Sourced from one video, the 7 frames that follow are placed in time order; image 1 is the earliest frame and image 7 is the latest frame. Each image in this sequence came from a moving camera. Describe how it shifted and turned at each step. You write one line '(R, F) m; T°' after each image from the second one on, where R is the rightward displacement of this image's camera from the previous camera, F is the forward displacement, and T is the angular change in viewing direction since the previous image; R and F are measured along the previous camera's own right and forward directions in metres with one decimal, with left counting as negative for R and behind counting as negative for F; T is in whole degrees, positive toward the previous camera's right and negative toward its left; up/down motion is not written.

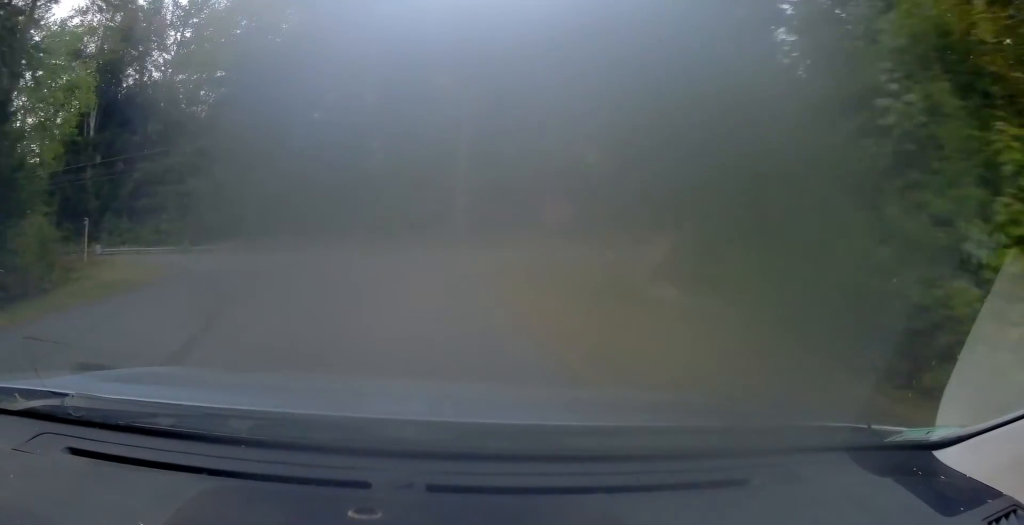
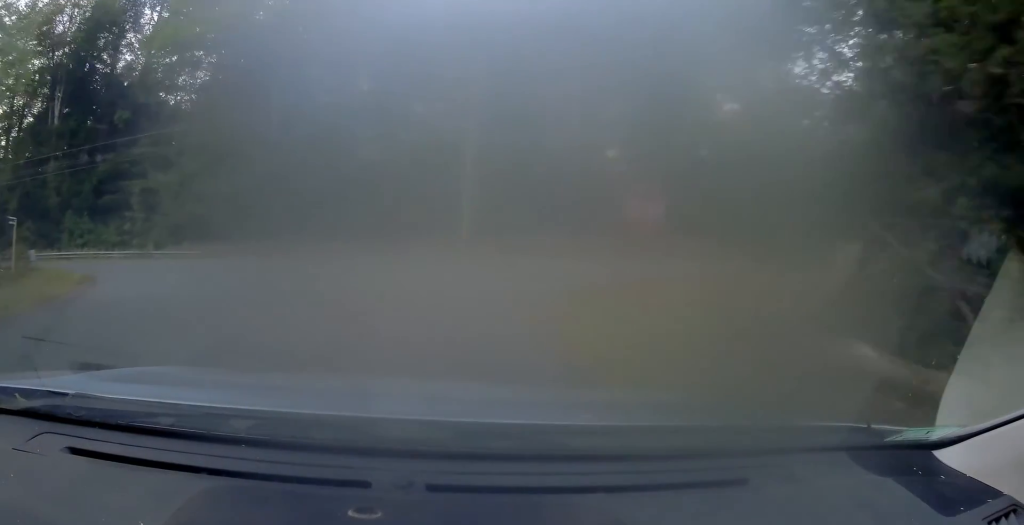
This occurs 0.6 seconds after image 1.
(+0.1, +5.9) m; 0°
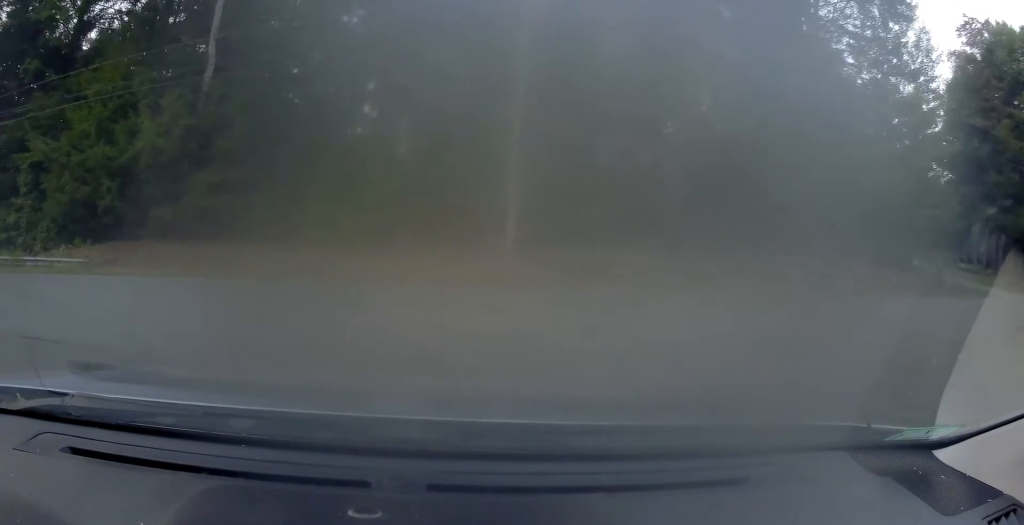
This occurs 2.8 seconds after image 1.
(+0.8, +10.8) m; +9°
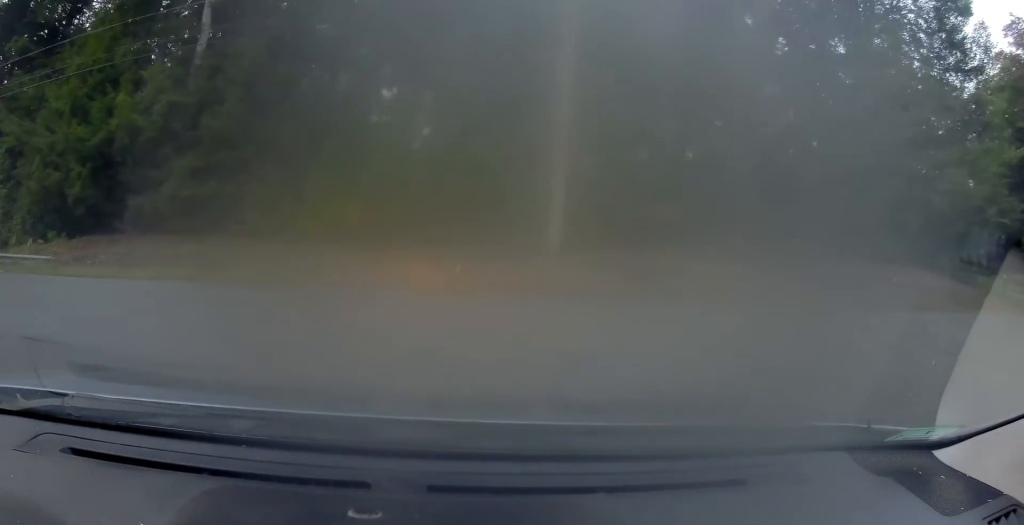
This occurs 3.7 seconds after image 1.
(-0.1, +2.1) m; -23°
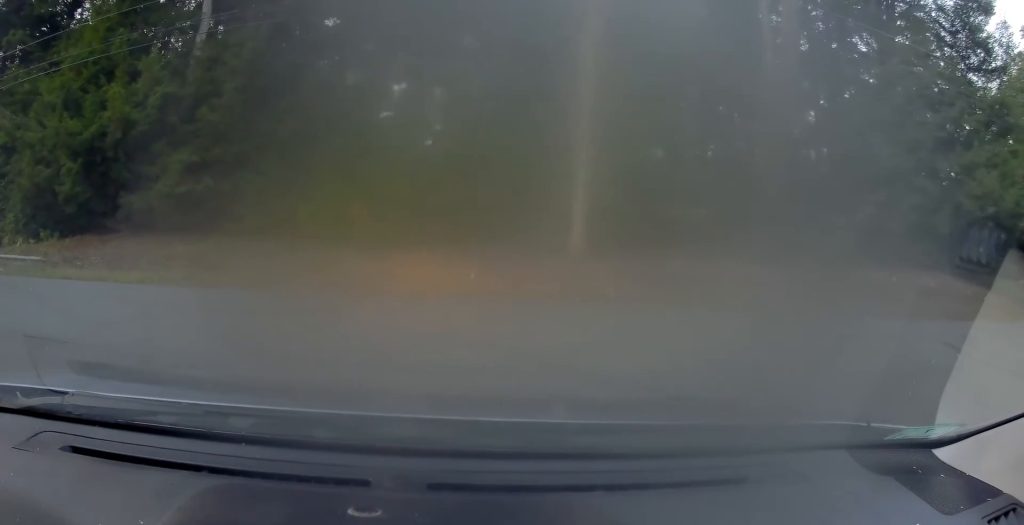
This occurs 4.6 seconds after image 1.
(-0.6, +1.5) m; -27°
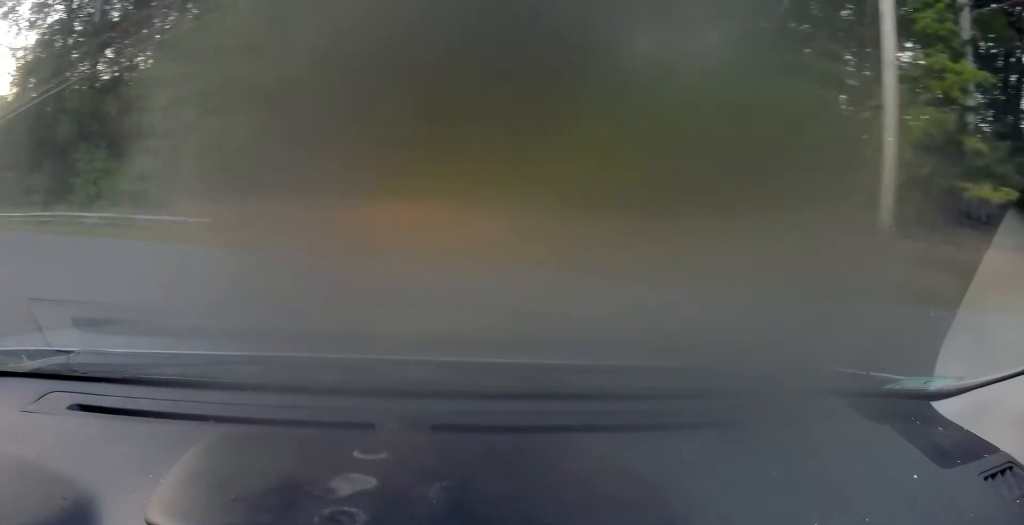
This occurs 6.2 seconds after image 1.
(-0.8, +3.5) m; -24°
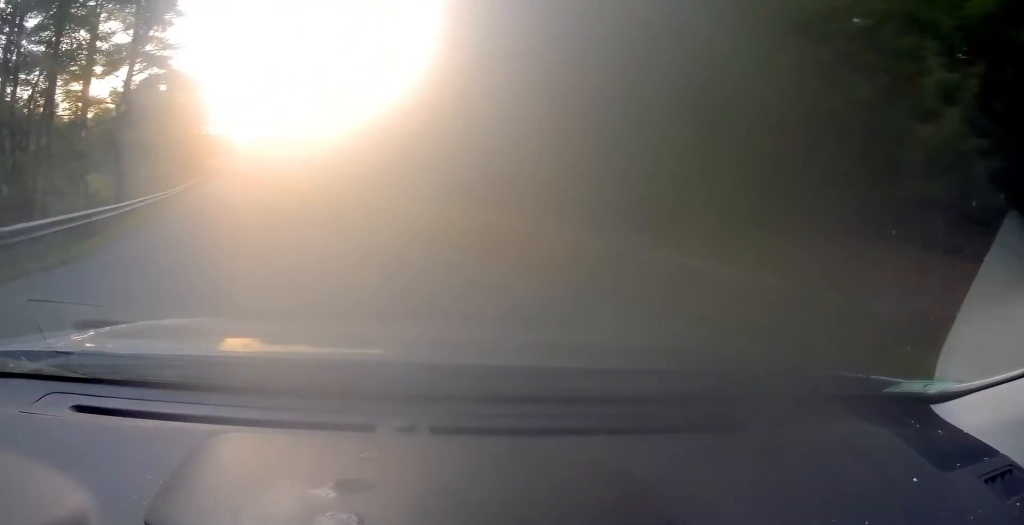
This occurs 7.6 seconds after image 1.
(-1.1, +6.4) m; -16°
